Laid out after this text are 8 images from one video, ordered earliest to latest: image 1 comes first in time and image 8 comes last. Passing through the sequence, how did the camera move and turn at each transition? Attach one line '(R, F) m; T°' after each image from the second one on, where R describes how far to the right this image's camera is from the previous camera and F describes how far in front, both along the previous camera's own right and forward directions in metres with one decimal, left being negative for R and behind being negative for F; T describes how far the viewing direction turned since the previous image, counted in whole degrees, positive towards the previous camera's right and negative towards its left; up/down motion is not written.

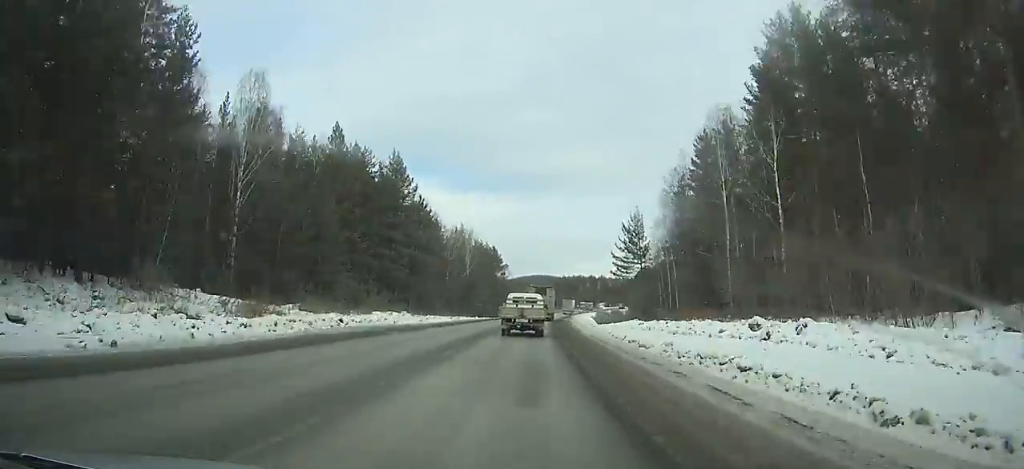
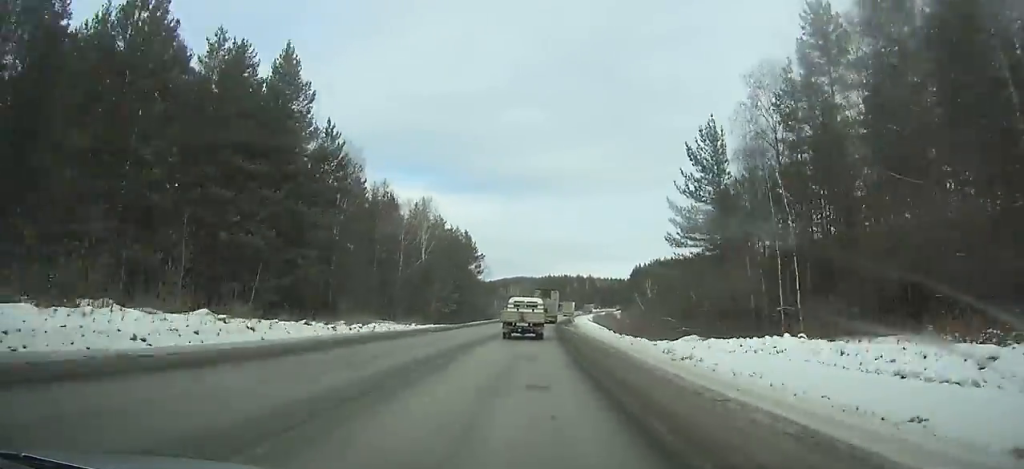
(+0.1, +38.1) m; +2°
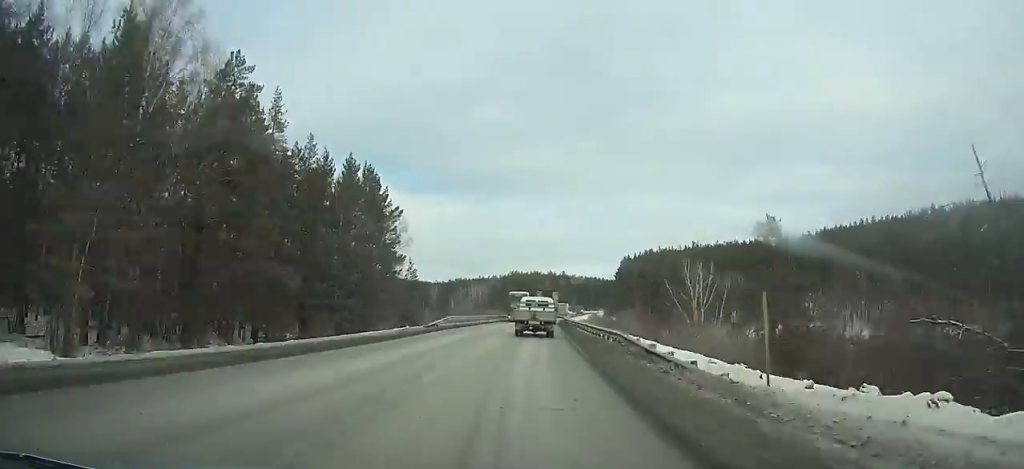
(+1.6, +65.6) m; +3°
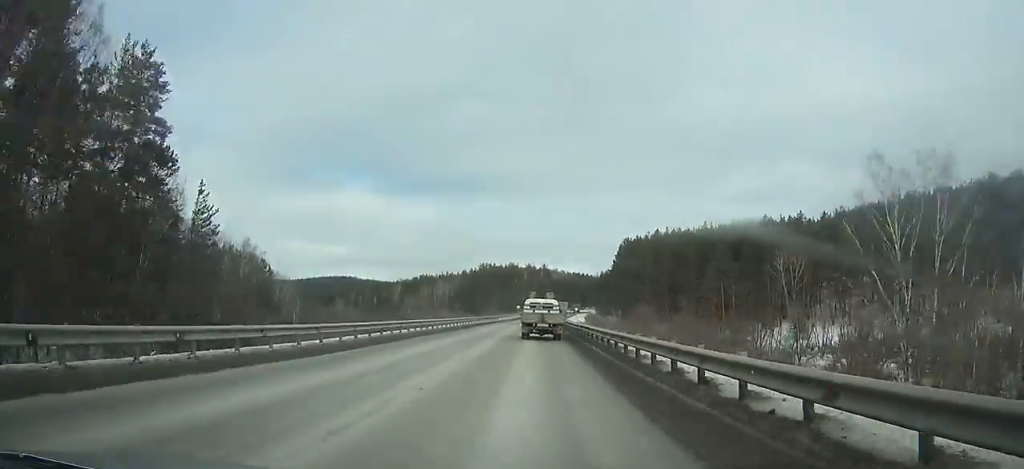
(+1.7, +59.0) m; +2°
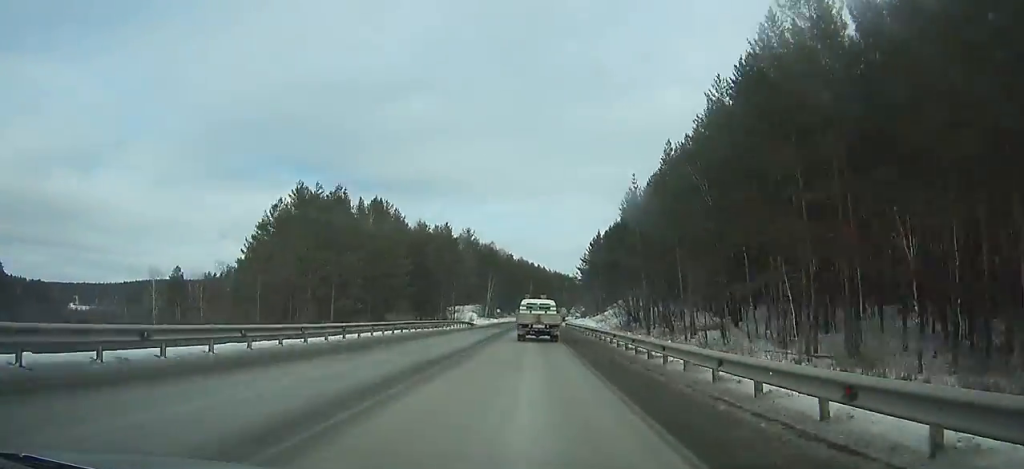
(+9.8, +167.9) m; +6°
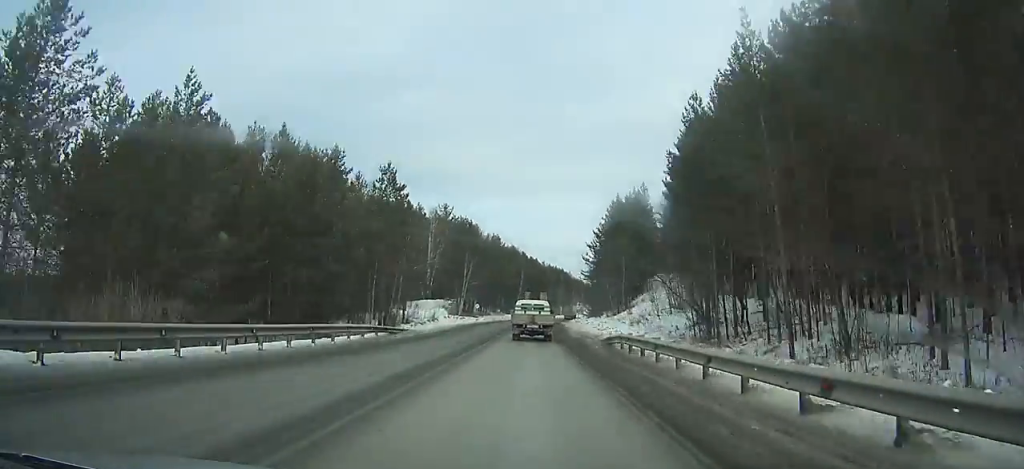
(0.0, +35.2) m; +1°
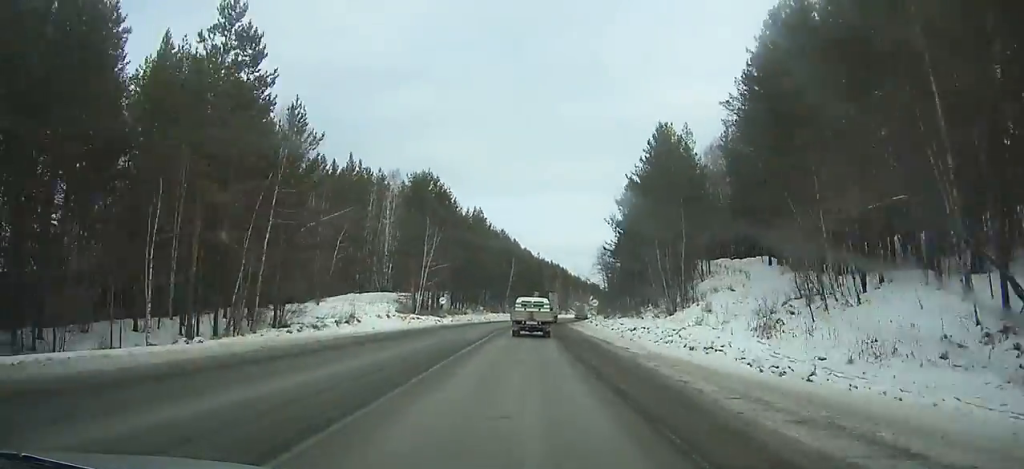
(+0.6, +32.5) m; +1°
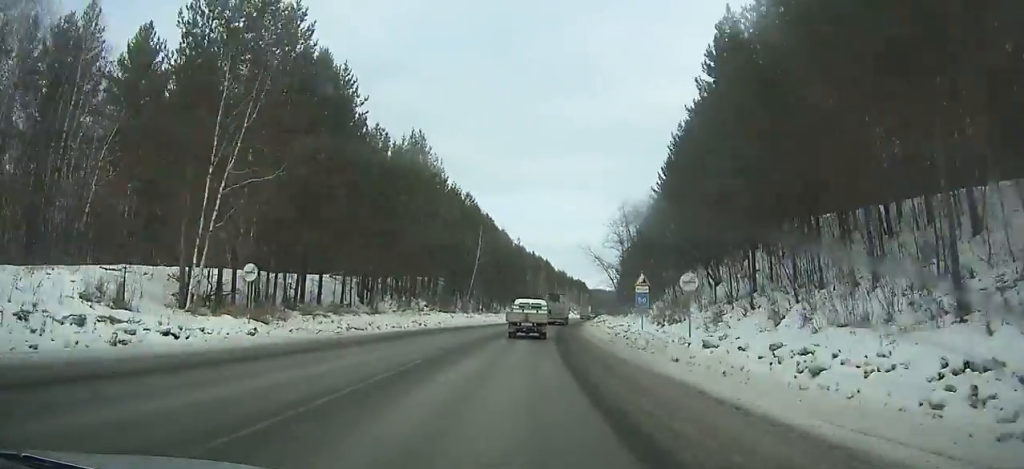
(+0.4, +43.2) m; +2°
